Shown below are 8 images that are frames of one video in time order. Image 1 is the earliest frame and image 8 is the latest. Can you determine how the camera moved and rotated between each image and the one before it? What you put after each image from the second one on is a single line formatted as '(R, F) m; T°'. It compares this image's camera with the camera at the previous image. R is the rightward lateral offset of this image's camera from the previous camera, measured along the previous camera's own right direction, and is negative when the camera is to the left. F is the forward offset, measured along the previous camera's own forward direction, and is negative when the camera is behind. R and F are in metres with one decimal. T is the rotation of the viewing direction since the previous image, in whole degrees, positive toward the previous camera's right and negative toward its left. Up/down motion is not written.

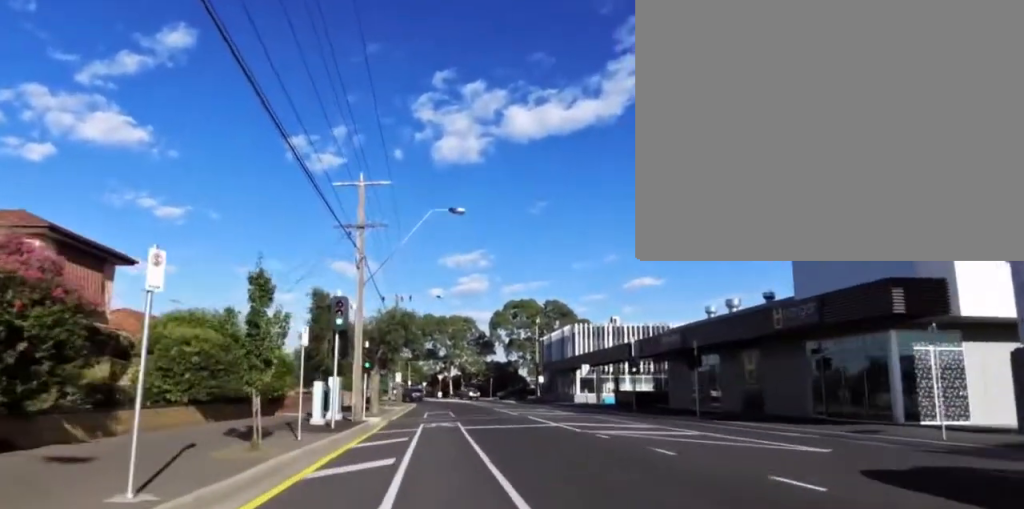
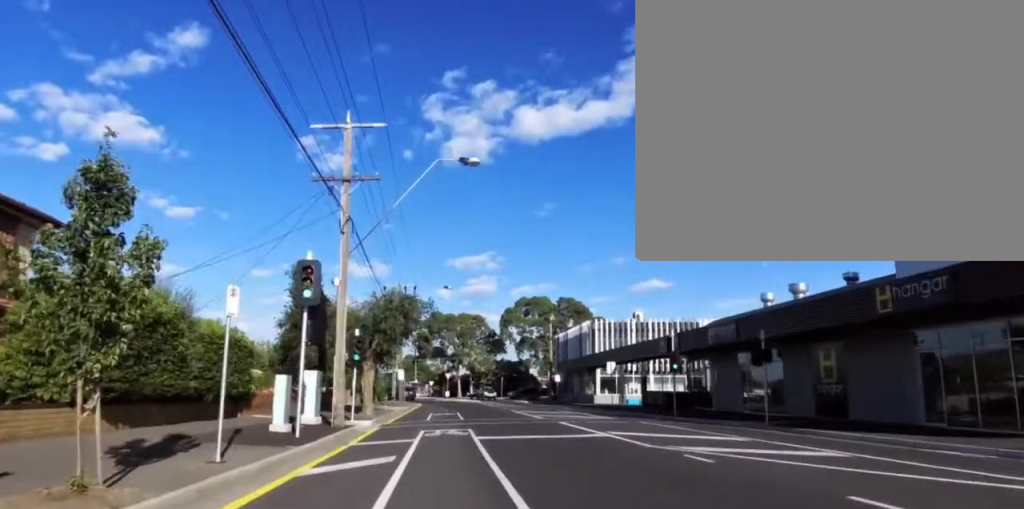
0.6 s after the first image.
(-0.3, +5.4) m; -3°
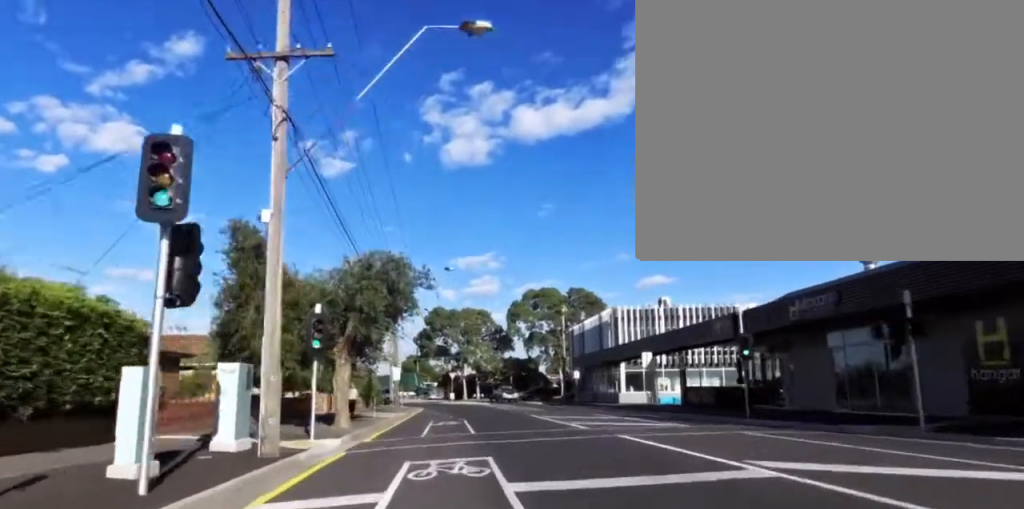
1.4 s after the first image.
(-0.1, +7.2) m; -1°
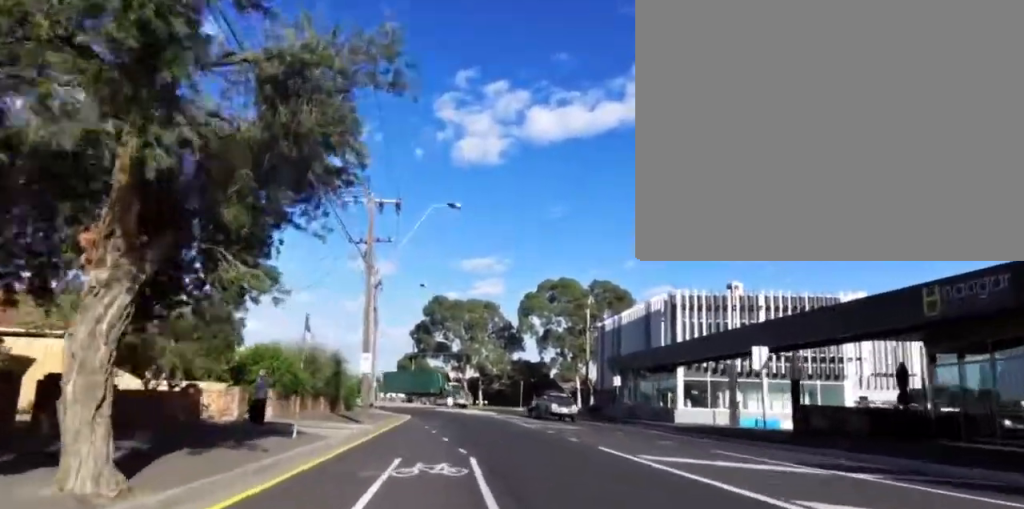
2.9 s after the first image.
(0.0, +13.7) m; 0°
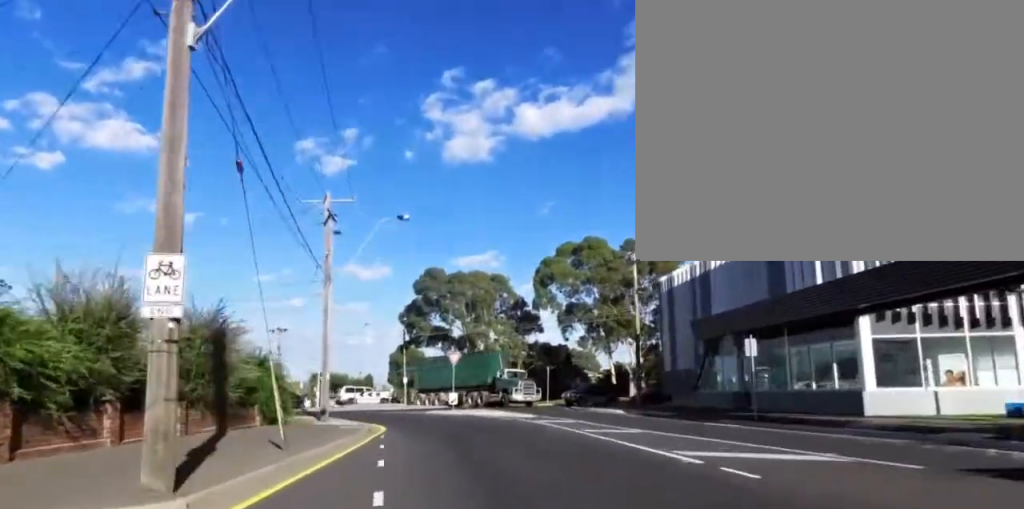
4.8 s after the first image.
(-2.0, +17.1) m; -23°
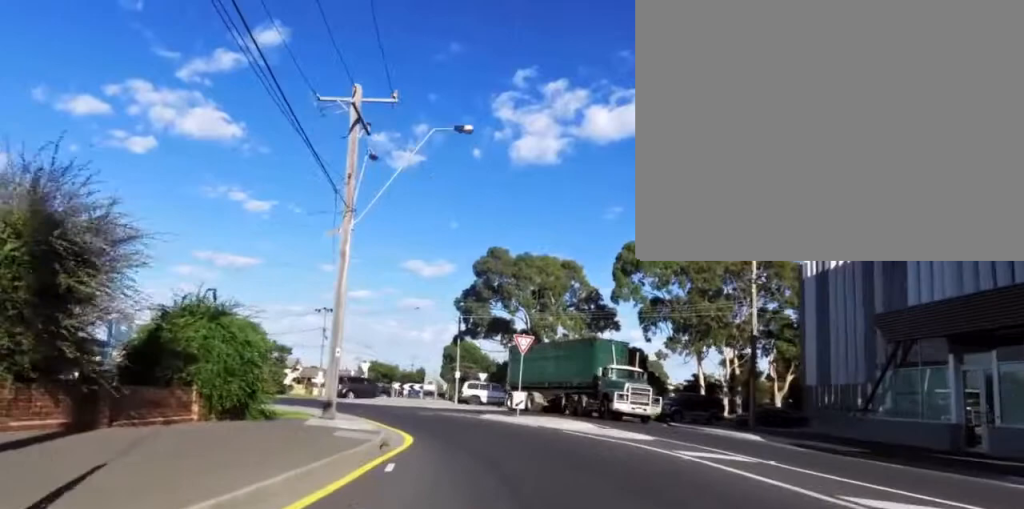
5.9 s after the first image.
(-1.6, +9.2) m; -7°
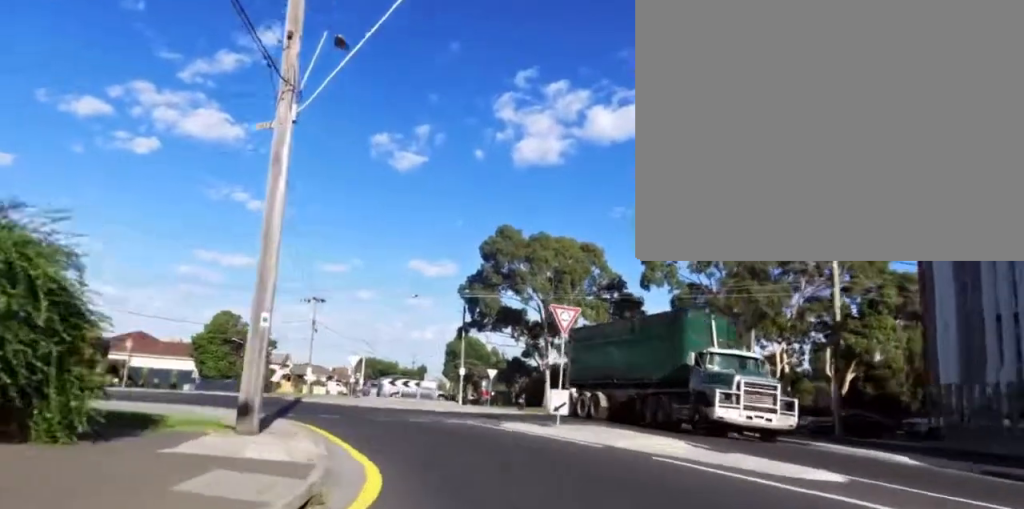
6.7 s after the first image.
(+0.2, +7.3) m; +5°
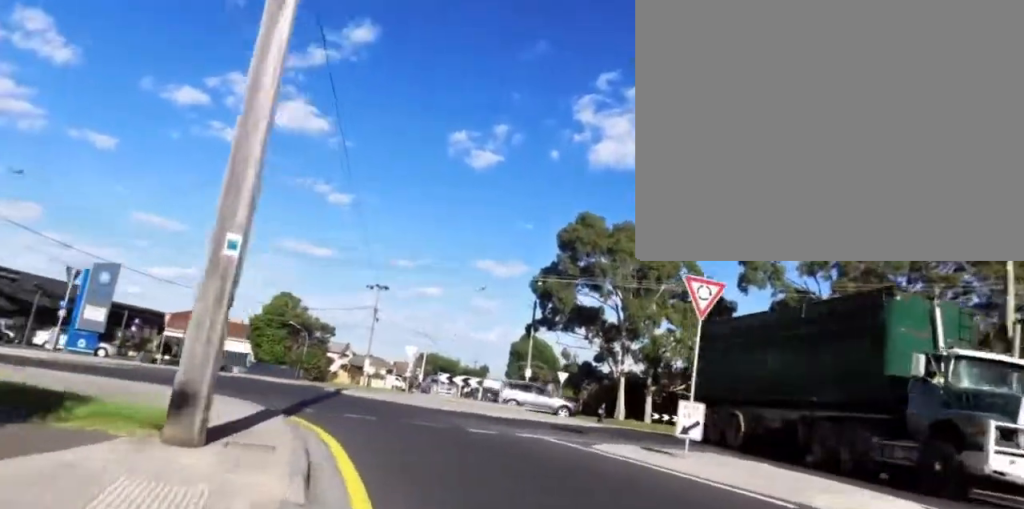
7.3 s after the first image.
(+0.6, +4.7) m; +4°
